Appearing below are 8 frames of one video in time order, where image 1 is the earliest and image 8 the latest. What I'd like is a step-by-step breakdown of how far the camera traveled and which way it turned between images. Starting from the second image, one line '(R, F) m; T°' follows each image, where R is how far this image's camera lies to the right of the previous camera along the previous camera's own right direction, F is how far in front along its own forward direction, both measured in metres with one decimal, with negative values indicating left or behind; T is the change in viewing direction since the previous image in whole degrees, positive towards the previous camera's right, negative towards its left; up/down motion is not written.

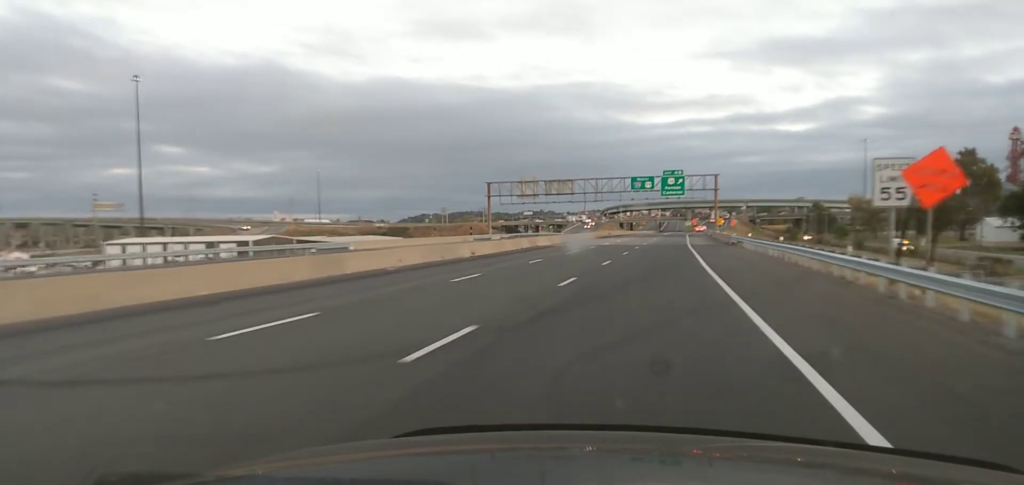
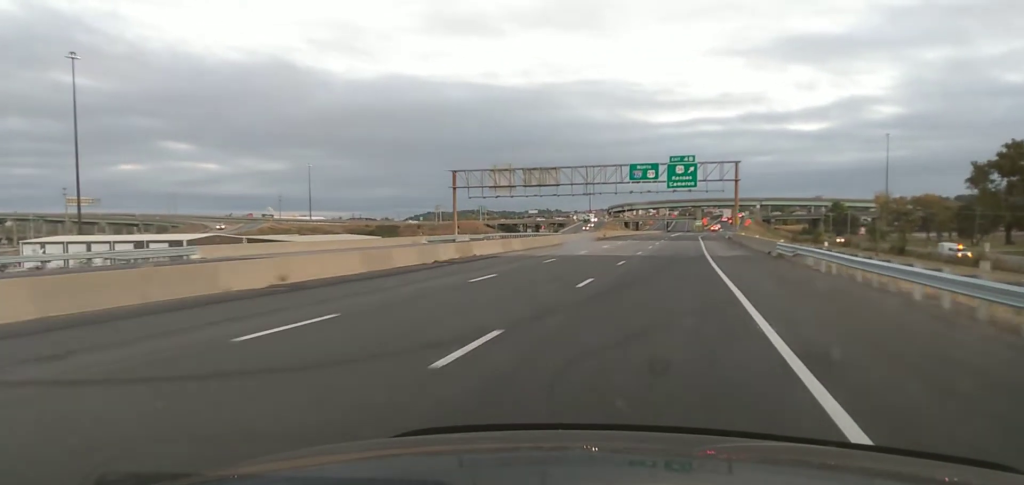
(0.0, +23.2) m; 0°
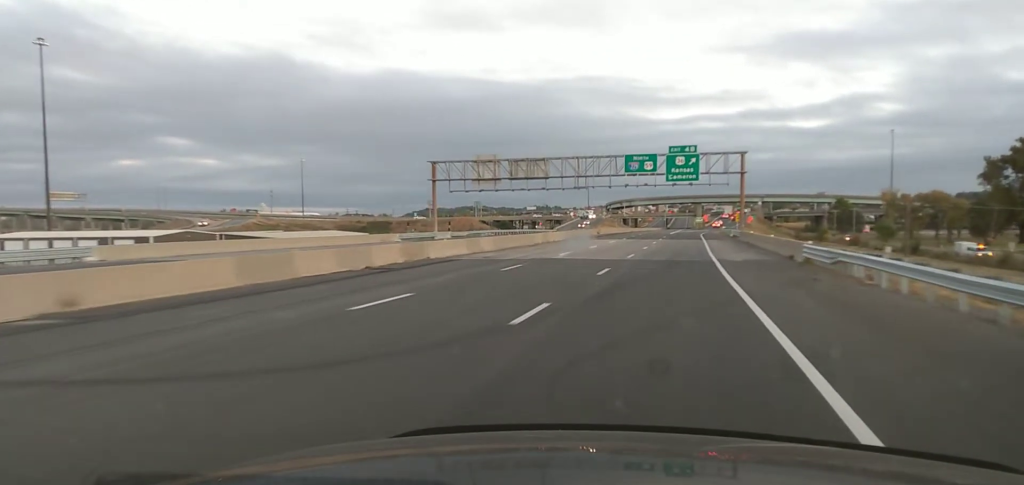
(0.0, +9.5) m; 0°
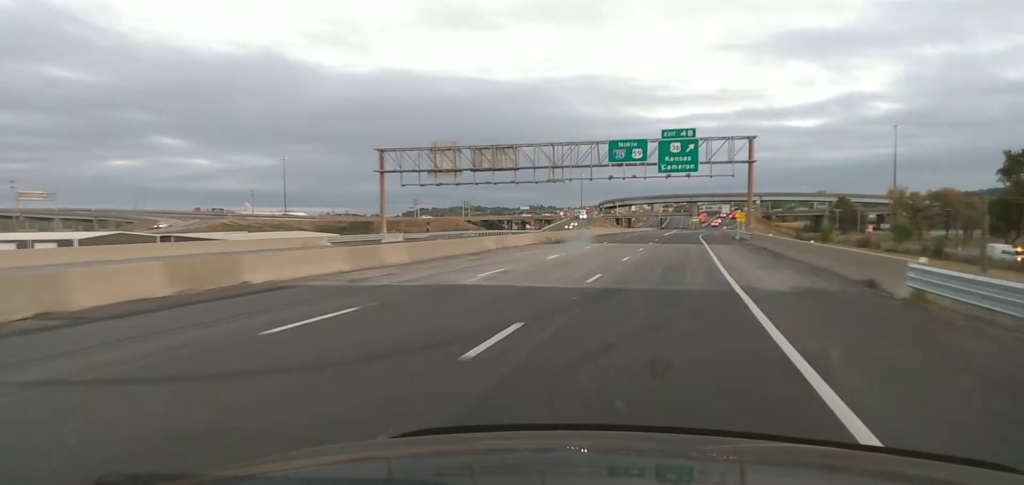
(0.0, +15.4) m; 0°
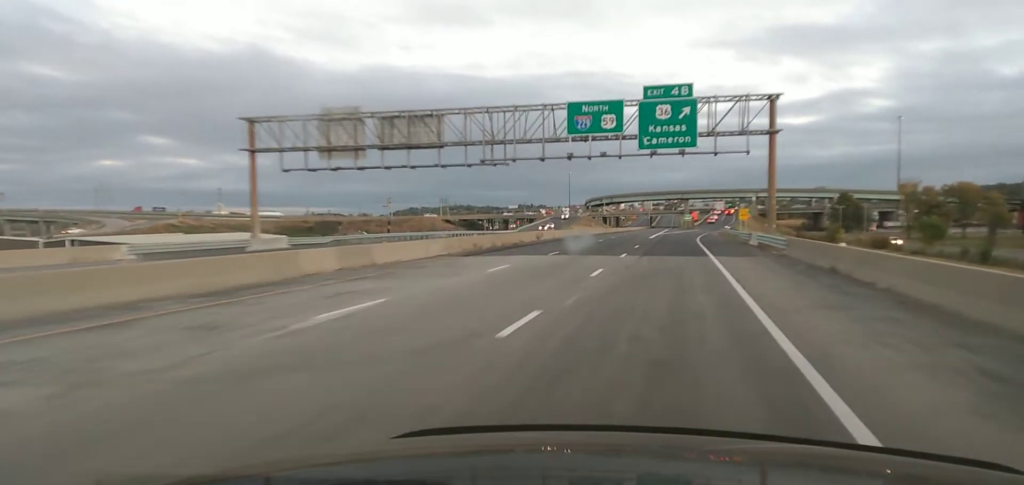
(0.0, +21.8) m; 0°
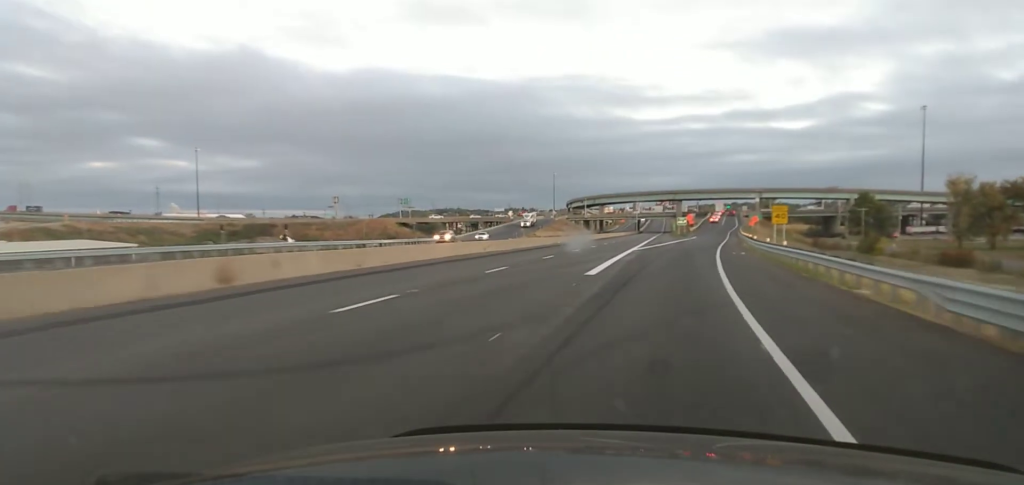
(-0.2, +47.0) m; +1°
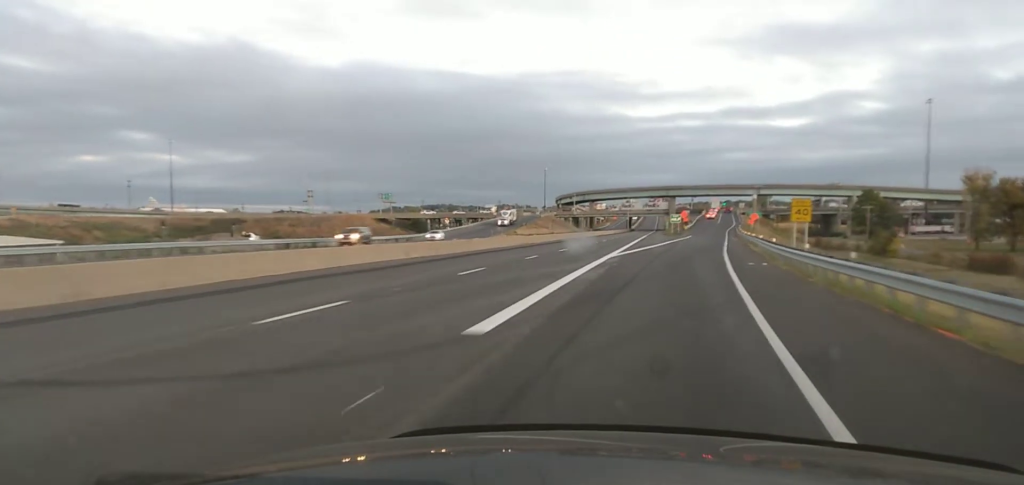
(0.0, +14.8) m; +2°
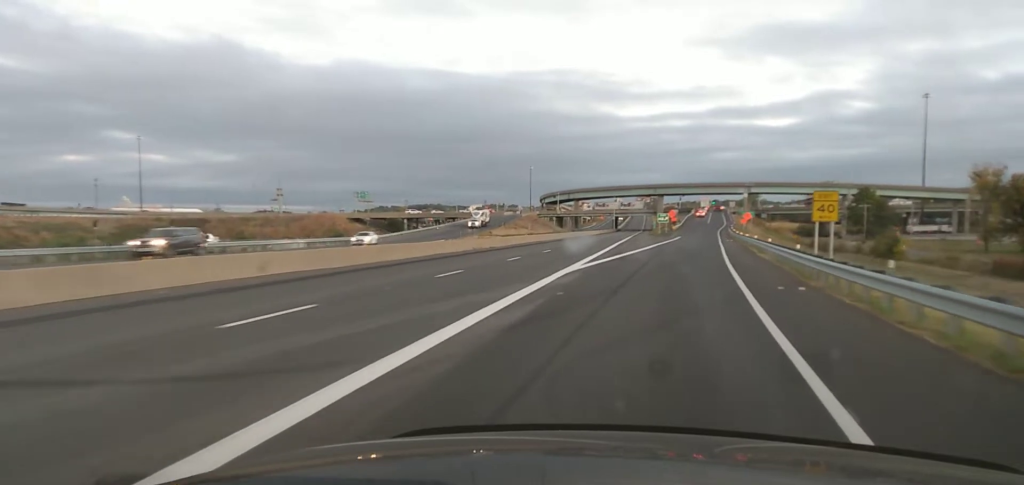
(+0.3, +12.4) m; +1°
